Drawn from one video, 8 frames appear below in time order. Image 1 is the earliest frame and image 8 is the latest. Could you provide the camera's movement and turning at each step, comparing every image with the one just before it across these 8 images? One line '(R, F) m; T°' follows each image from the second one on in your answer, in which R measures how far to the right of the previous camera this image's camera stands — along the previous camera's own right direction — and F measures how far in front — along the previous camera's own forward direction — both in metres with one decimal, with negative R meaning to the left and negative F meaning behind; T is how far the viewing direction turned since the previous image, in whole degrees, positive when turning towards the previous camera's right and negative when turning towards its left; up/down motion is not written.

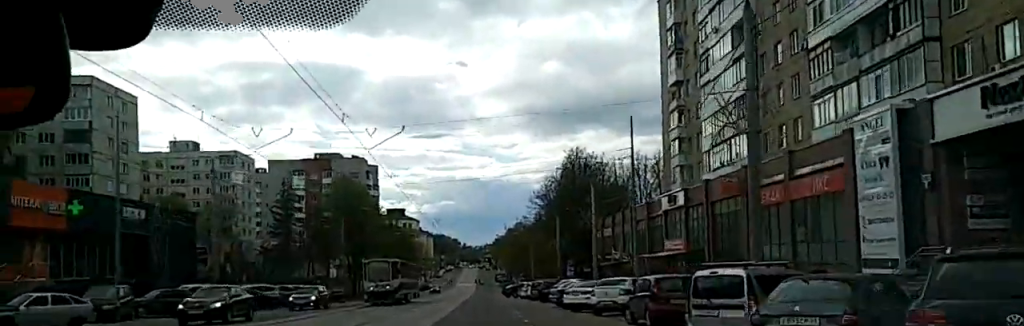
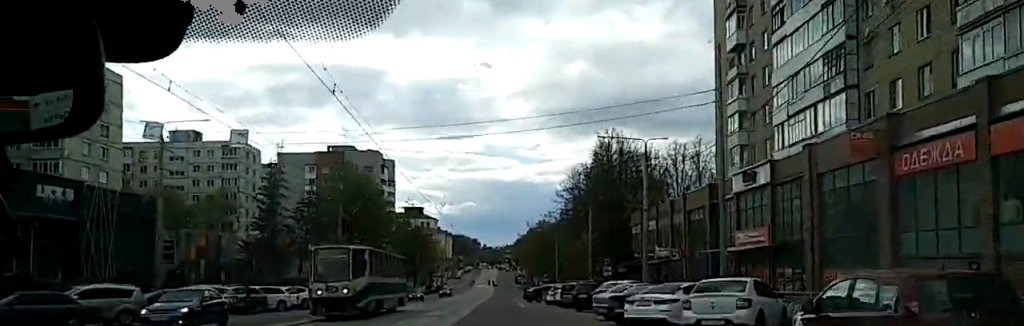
(-0.2, +14.2) m; 0°
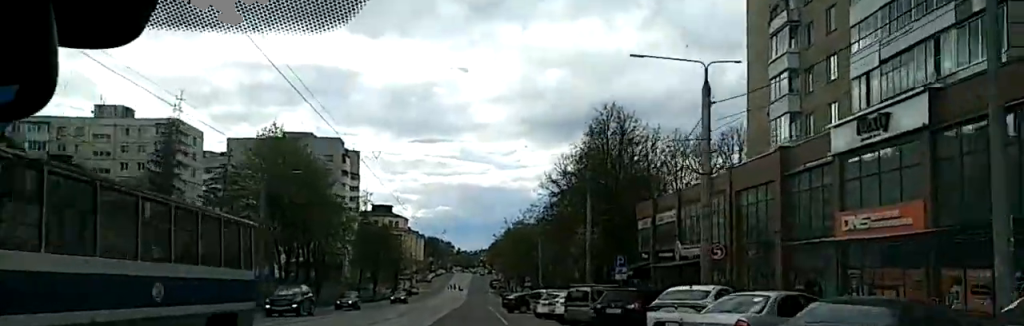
(+0.1, +18.0) m; -2°
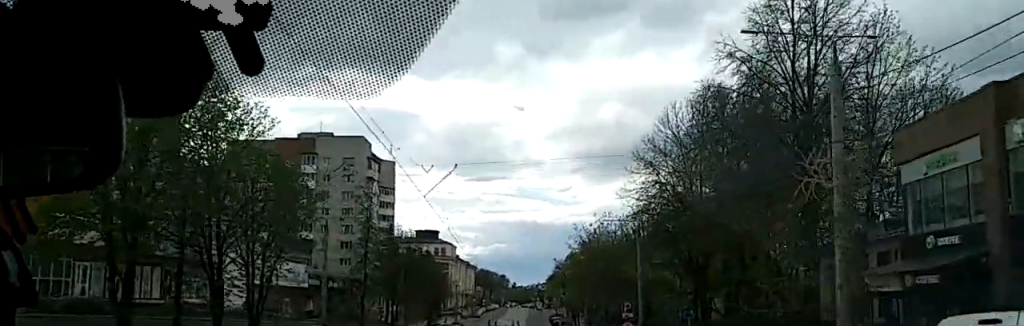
(-0.9, +40.1) m; -1°
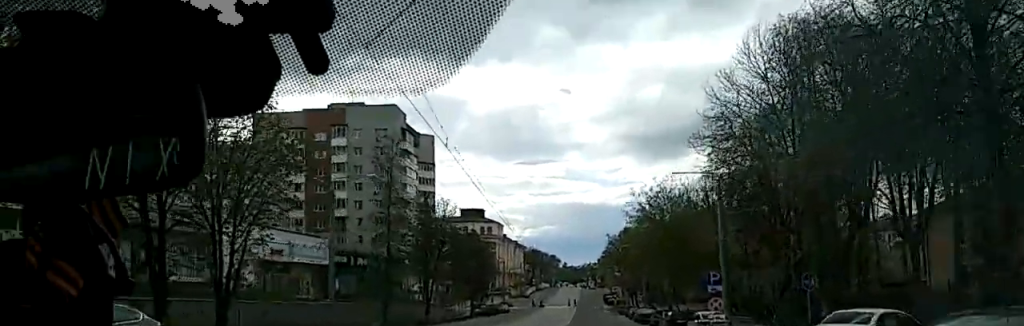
(0.0, +12.2) m; -1°
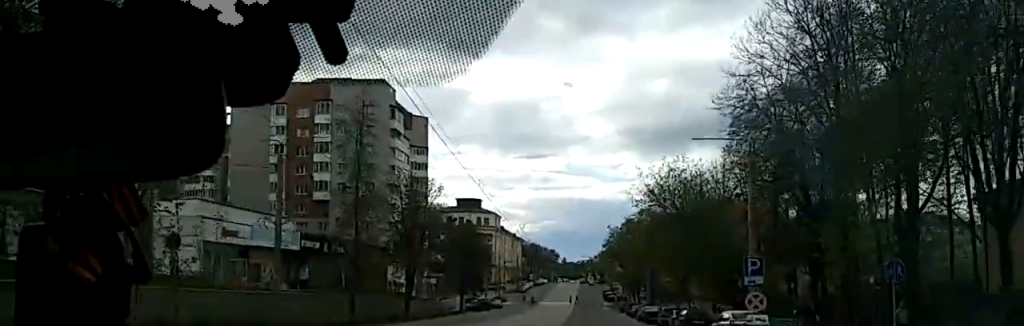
(+0.1, +9.7) m; -1°
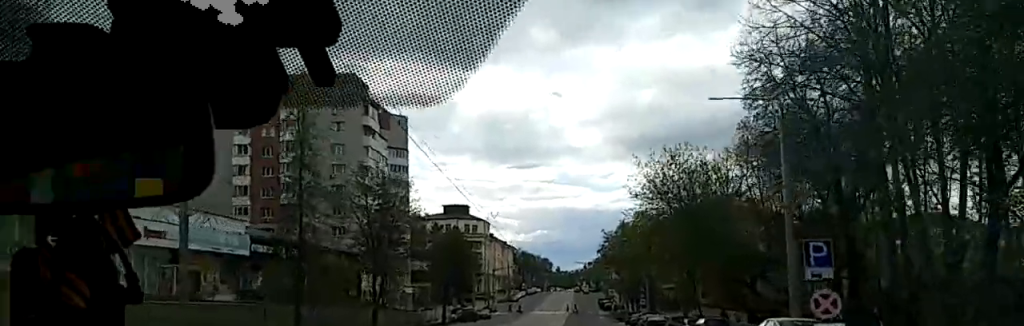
(-0.2, +9.1) m; -1°
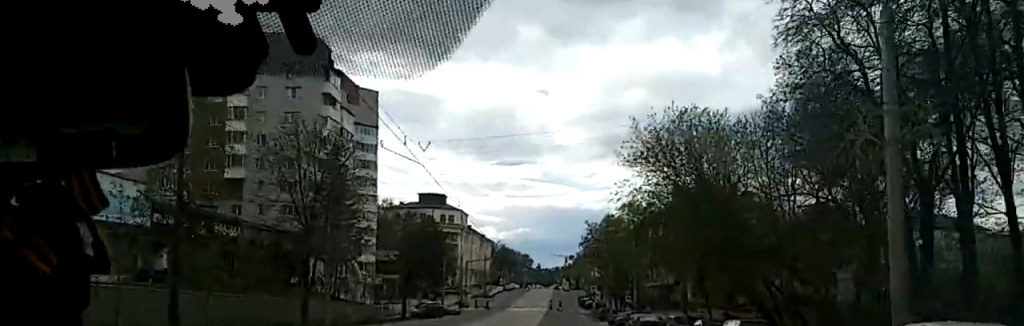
(-0.2, +13.0) m; 0°
